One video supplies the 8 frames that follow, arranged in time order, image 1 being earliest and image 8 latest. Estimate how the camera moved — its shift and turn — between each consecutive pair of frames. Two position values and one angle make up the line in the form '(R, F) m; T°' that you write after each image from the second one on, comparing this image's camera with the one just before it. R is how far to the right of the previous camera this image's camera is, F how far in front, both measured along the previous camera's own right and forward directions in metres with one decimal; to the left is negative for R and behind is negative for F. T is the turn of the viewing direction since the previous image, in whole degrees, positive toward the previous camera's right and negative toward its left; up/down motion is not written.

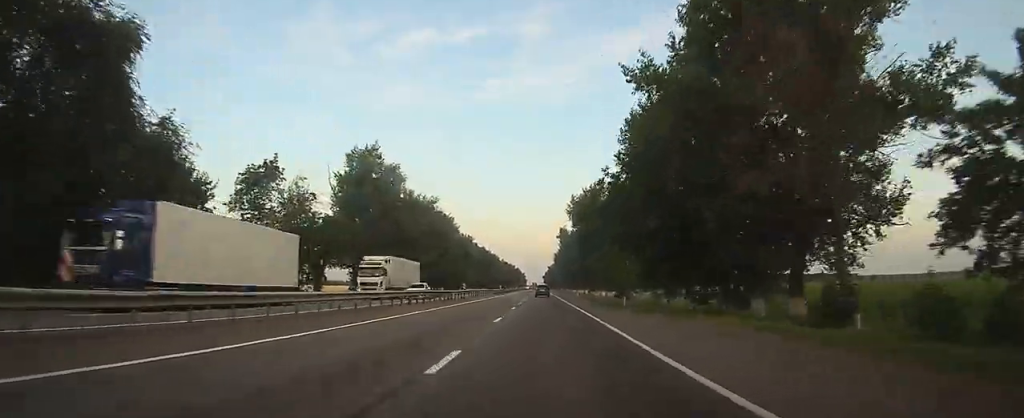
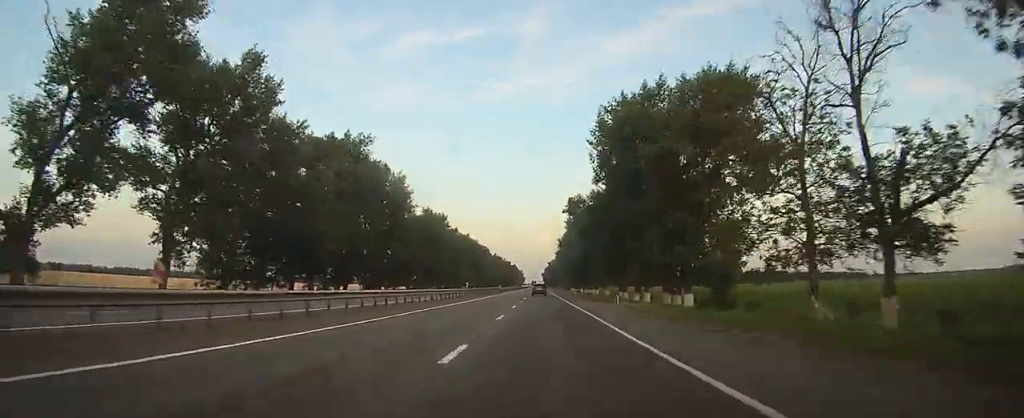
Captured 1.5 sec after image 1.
(-1.6, +42.3) m; 0°
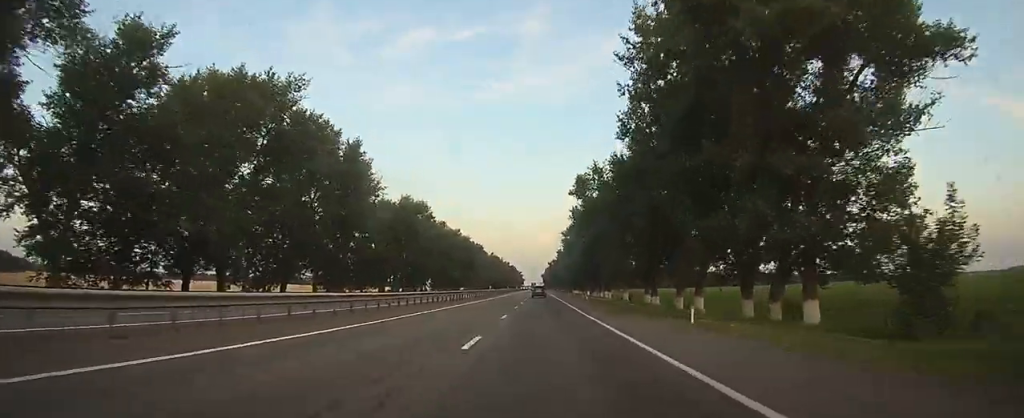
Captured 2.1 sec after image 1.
(+1.1, +22.0) m; +2°
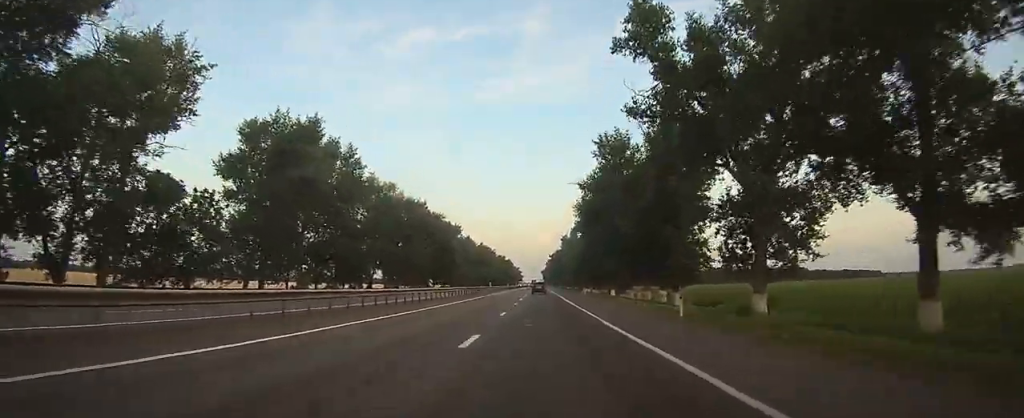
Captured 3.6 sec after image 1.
(+0.7, +52.1) m; -1°
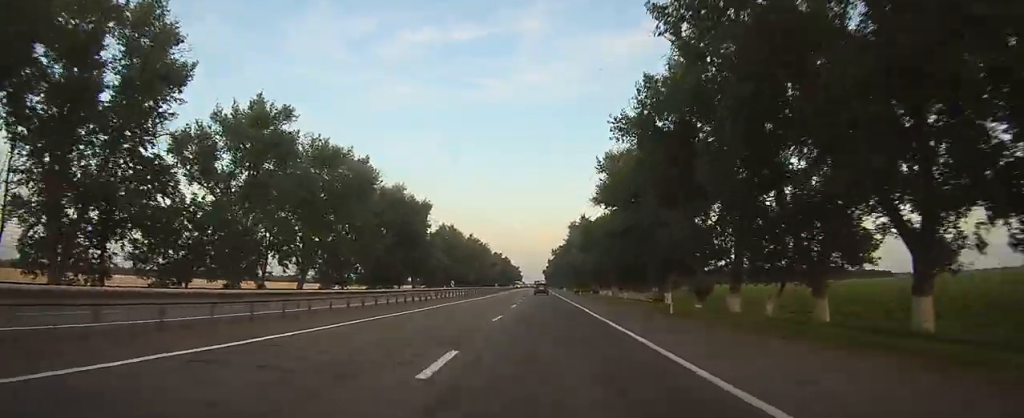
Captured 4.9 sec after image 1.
(-0.3, +42.4) m; 0°
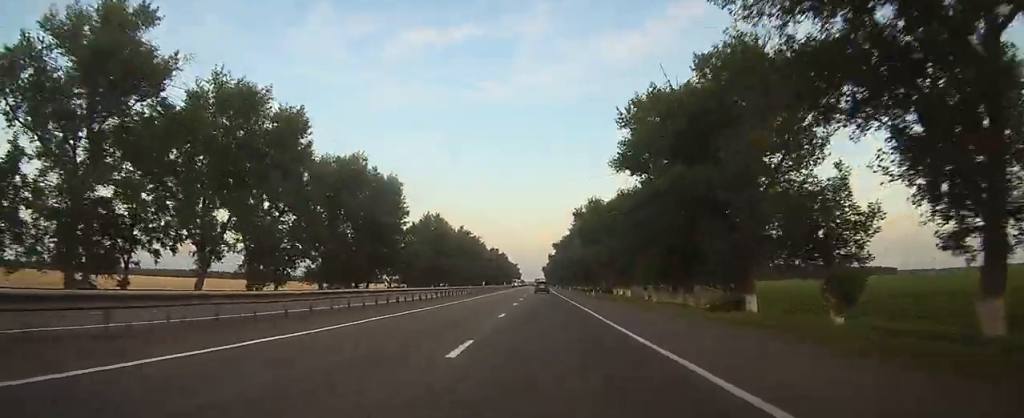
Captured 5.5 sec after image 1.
(0.0, +22.4) m; 0°
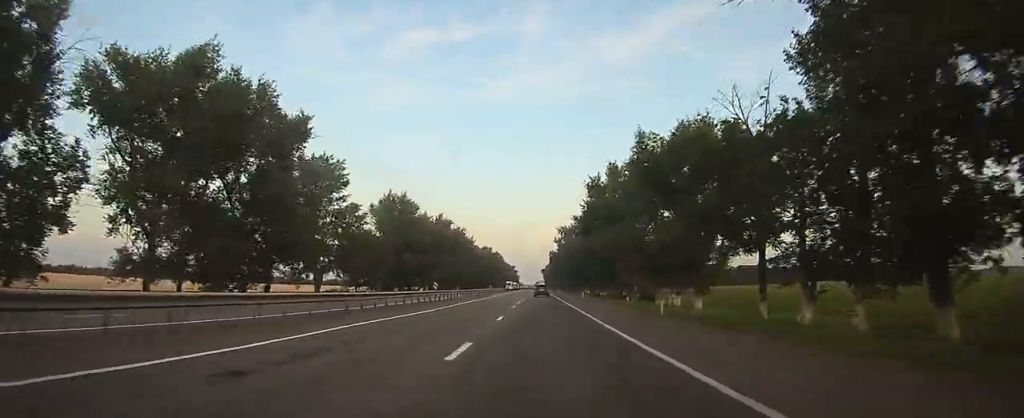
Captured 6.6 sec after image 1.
(0.0, +36.3) m; 0°
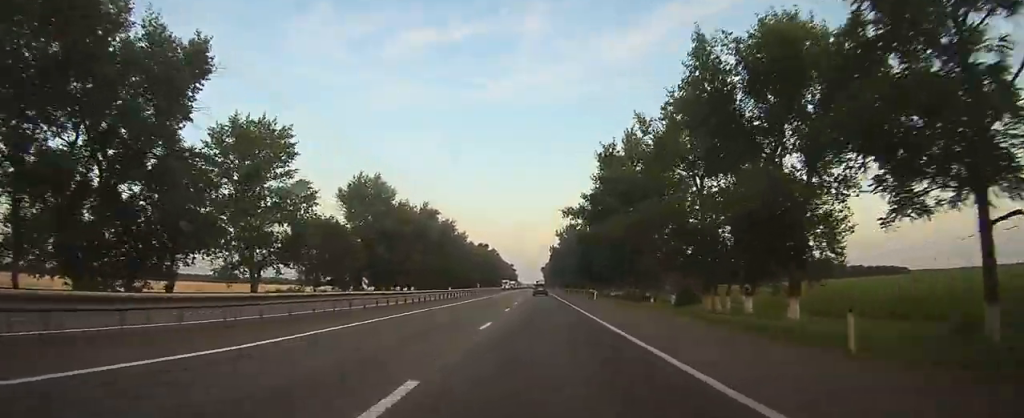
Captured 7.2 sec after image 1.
(0.0, +17.4) m; 0°
